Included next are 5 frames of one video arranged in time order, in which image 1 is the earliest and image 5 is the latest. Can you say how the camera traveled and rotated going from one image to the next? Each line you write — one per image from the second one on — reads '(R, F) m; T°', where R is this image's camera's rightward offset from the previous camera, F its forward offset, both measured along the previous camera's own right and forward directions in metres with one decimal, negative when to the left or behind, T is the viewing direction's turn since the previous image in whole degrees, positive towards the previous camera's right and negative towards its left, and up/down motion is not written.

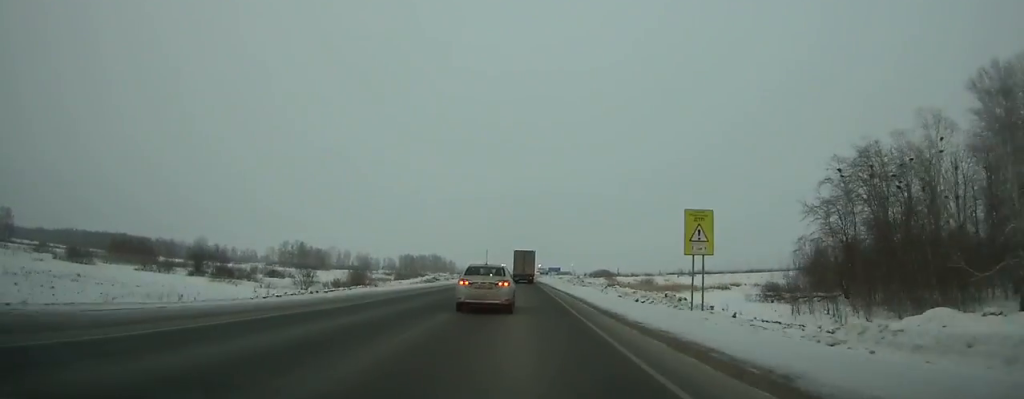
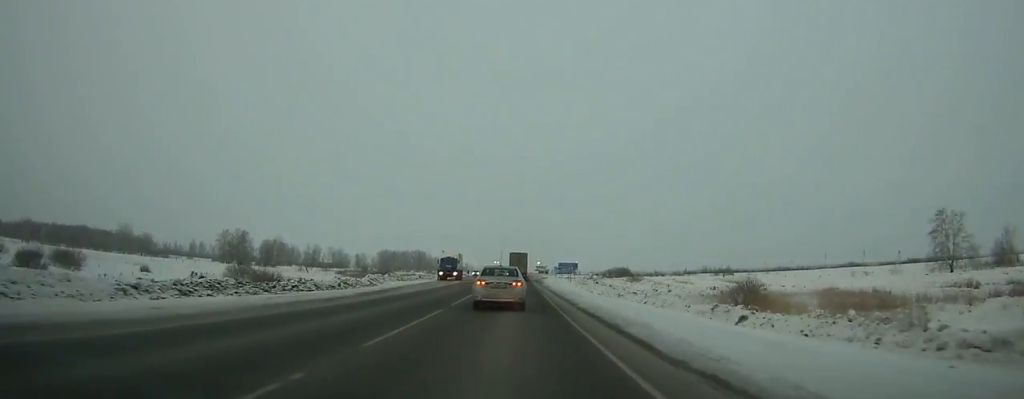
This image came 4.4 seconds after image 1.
(+0.3, +74.8) m; 0°
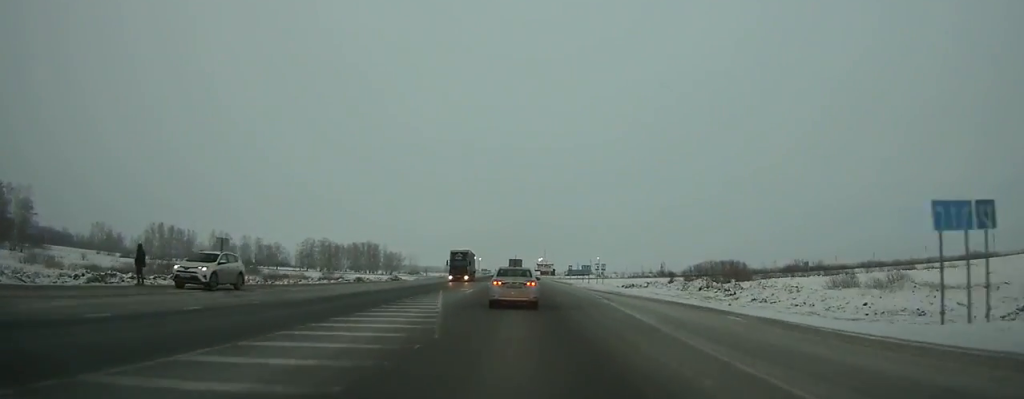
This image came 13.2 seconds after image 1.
(-0.8, +146.2) m; -1°
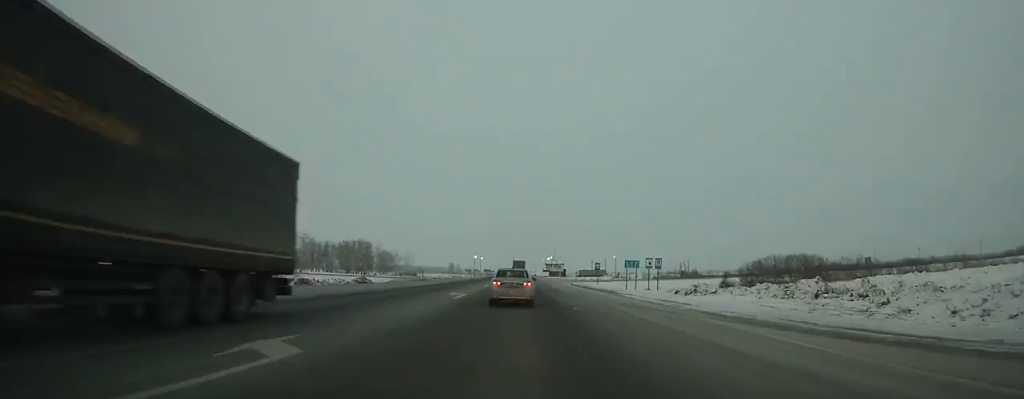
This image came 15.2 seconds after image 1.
(-0.3, +33.9) m; 0°
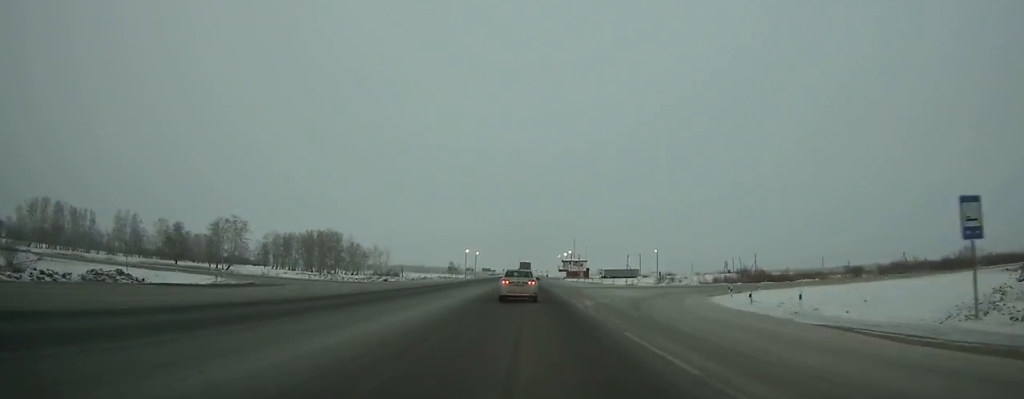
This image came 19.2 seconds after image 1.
(0.0, +69.6) m; 0°
